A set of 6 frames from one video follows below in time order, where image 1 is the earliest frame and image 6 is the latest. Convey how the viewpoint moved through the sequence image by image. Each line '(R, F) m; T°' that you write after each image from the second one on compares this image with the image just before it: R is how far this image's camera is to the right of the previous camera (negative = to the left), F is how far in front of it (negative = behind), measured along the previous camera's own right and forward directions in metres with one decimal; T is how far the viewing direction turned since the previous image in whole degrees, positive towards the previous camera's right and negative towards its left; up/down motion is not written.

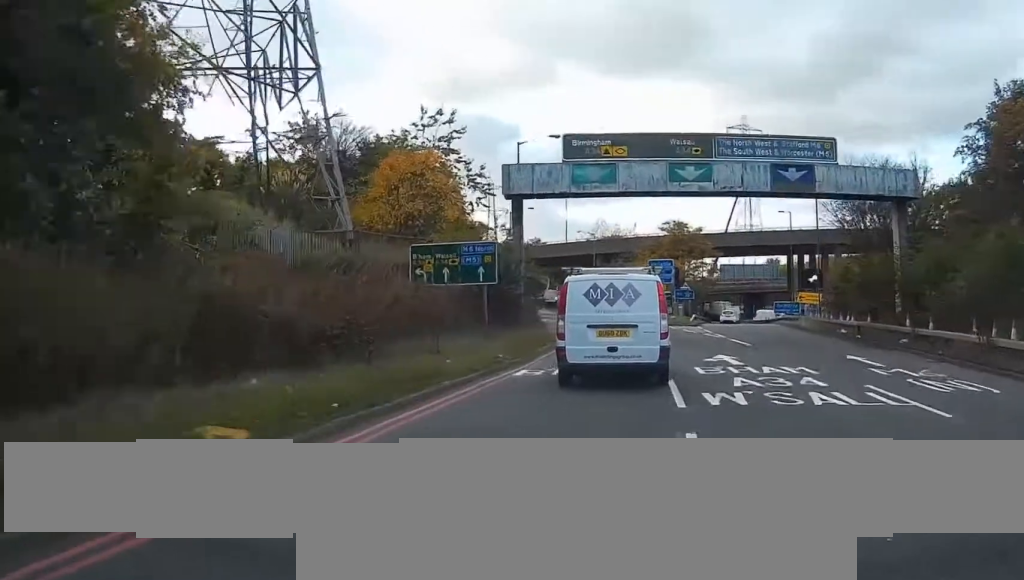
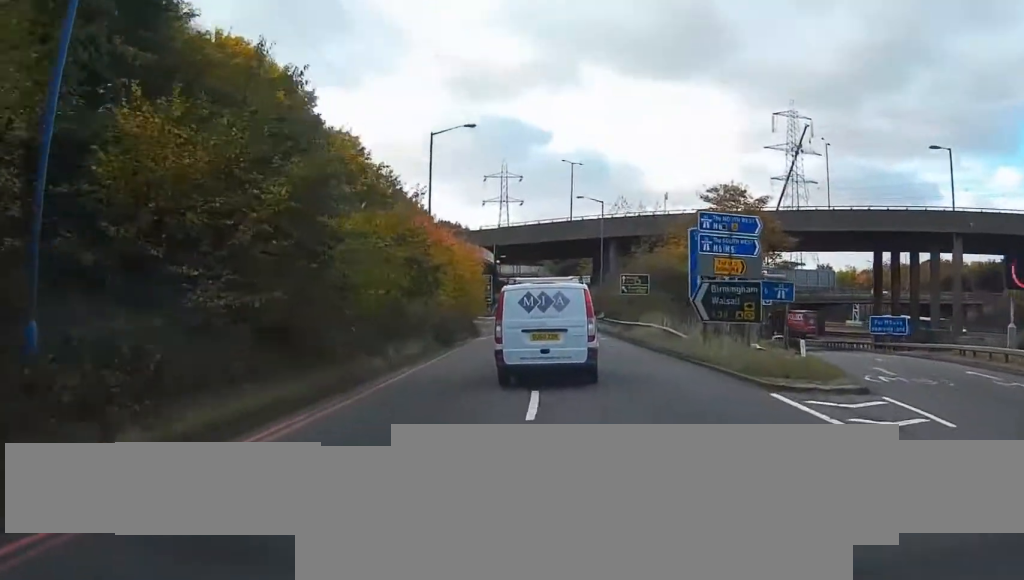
(+0.2, +36.5) m; -1°
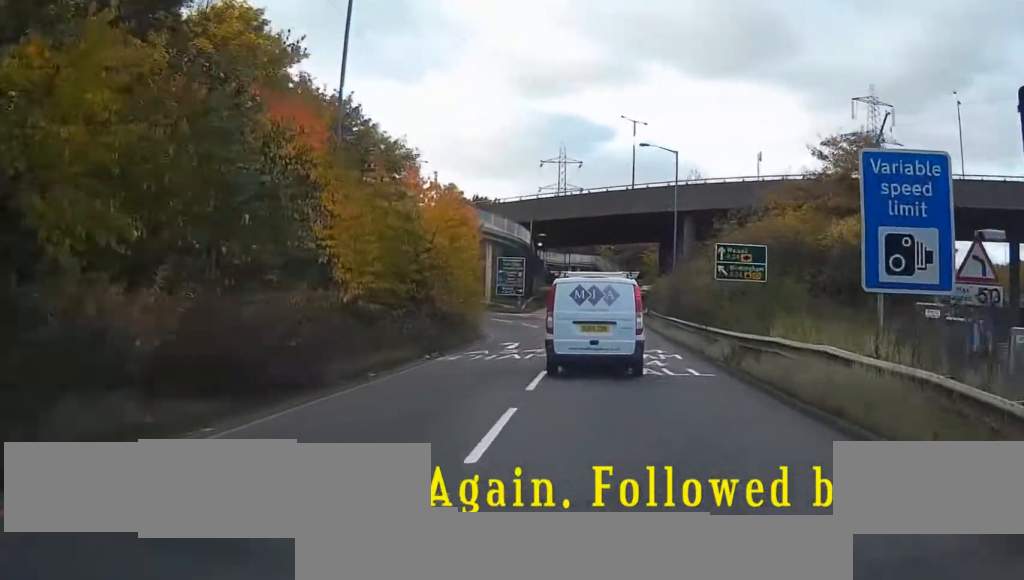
(-0.9, +21.1) m; -4°
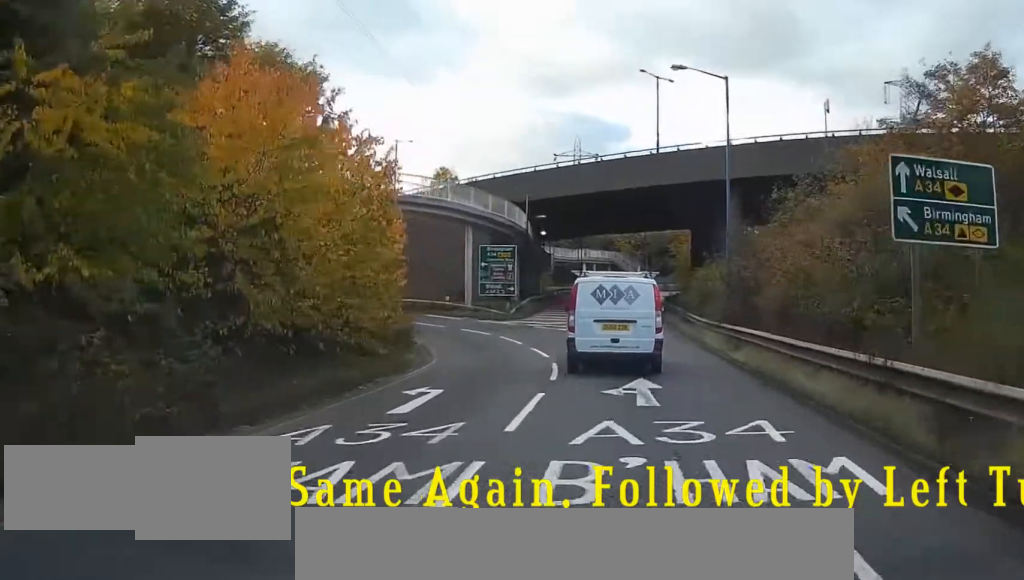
(-0.4, +15.8) m; -1°
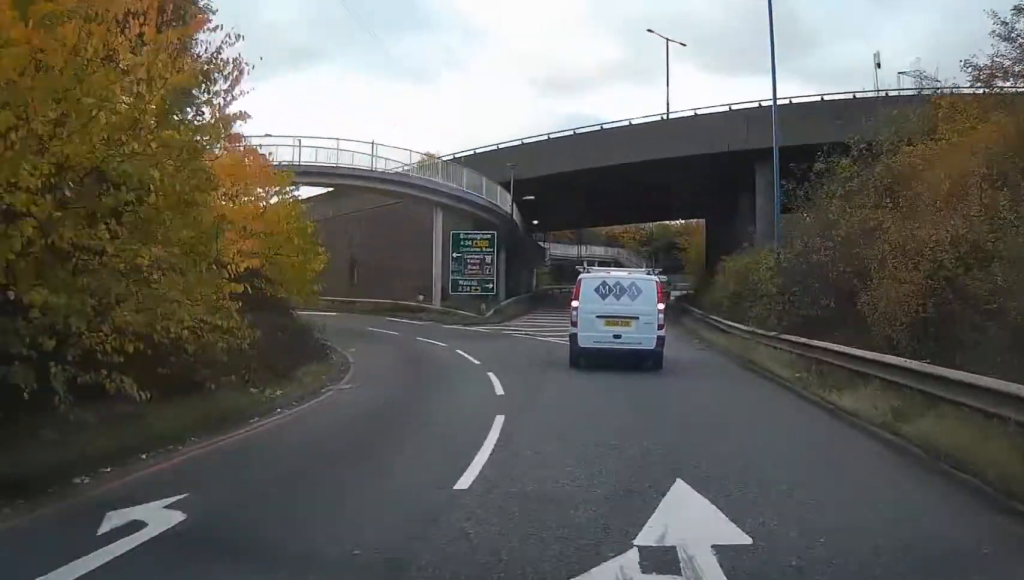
(0.0, +9.0) m; 0°
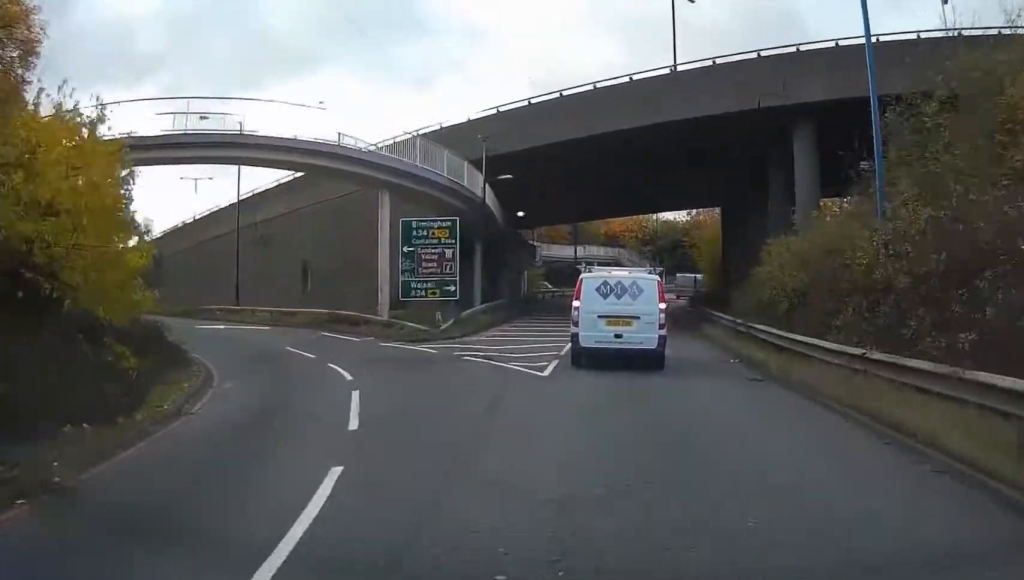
(0.0, +8.8) m; 0°
